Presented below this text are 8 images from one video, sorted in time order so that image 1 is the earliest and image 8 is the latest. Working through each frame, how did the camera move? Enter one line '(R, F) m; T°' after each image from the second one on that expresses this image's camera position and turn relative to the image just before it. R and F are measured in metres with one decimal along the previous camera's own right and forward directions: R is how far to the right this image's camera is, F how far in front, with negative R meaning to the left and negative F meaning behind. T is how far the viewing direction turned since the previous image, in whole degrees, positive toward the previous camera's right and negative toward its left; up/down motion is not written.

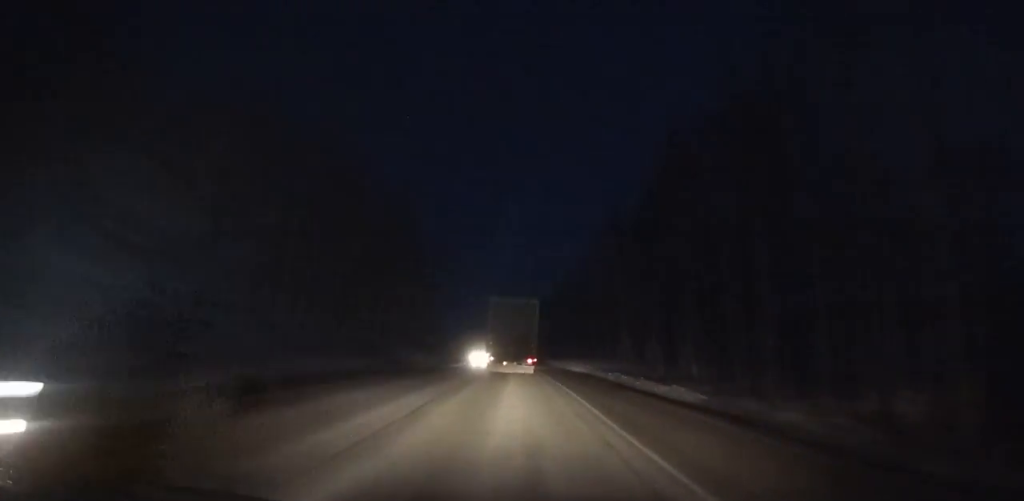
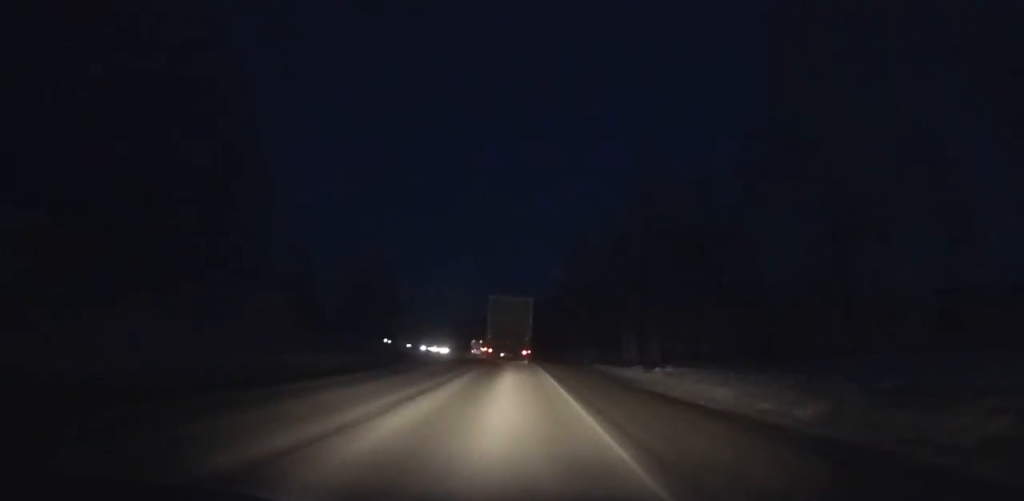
(-1.2, +77.5) m; -3°
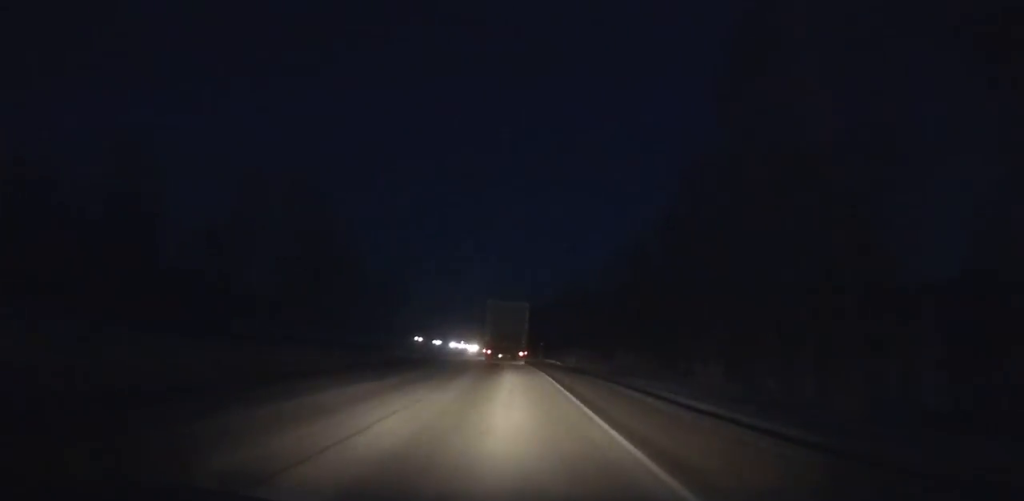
(-1.4, +58.6) m; -3°
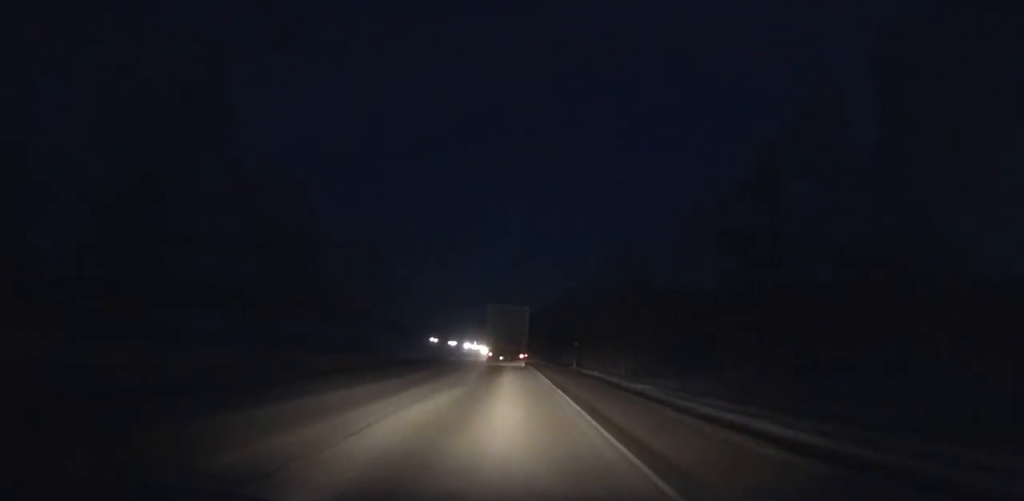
(-0.2, +29.7) m; -1°
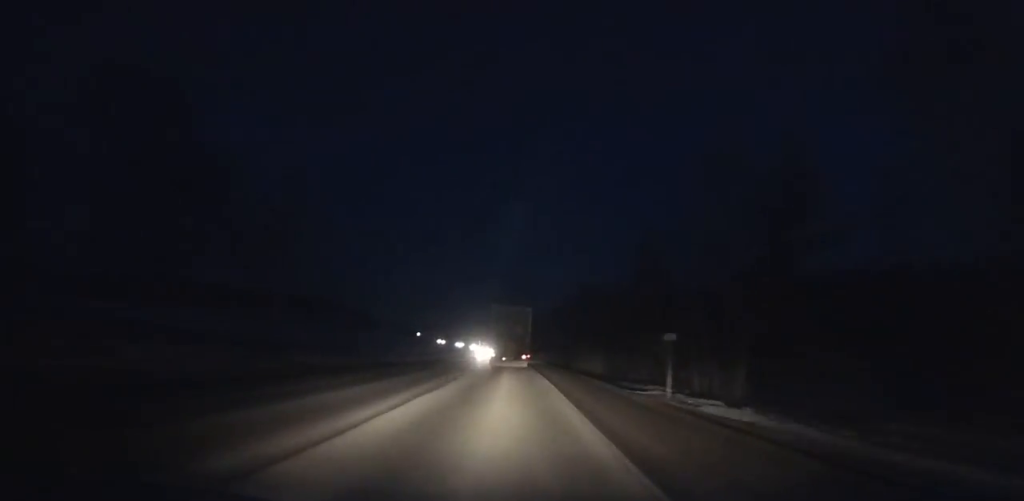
(-0.5, +28.3) m; -1°
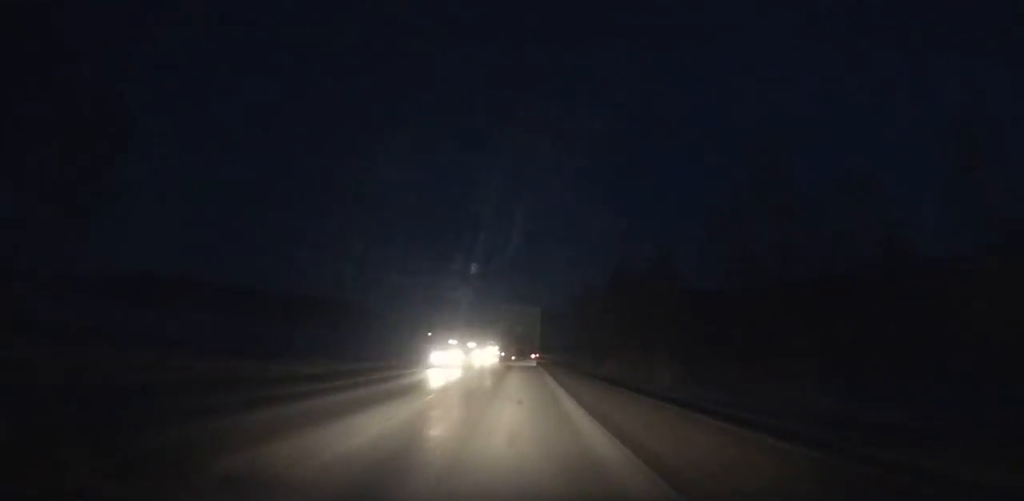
(-0.3, +26.3) m; 0°
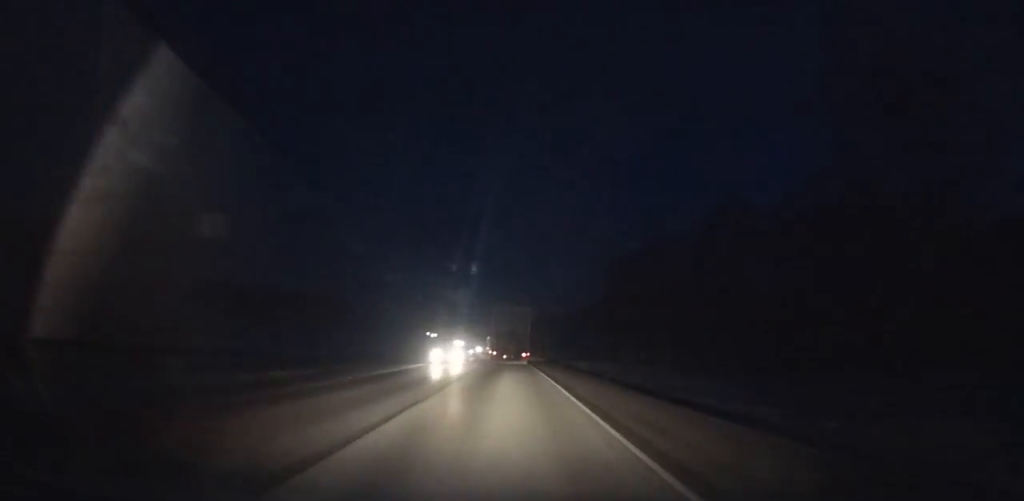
(-1.1, +95.7) m; -2°
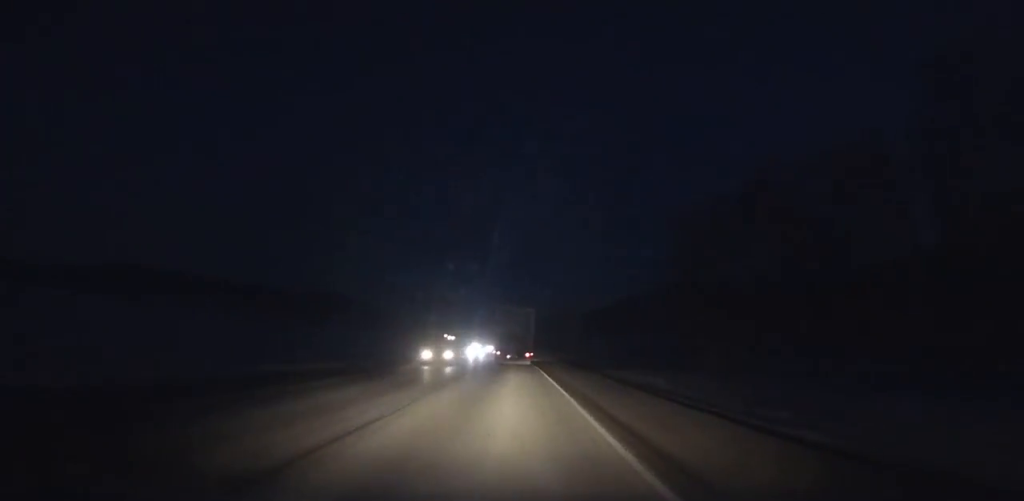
(-0.2, +38.4) m; -1°
